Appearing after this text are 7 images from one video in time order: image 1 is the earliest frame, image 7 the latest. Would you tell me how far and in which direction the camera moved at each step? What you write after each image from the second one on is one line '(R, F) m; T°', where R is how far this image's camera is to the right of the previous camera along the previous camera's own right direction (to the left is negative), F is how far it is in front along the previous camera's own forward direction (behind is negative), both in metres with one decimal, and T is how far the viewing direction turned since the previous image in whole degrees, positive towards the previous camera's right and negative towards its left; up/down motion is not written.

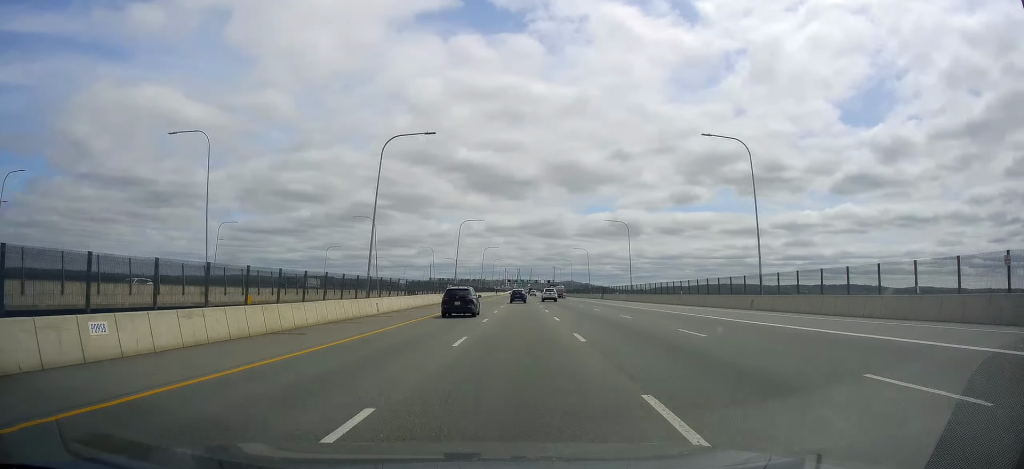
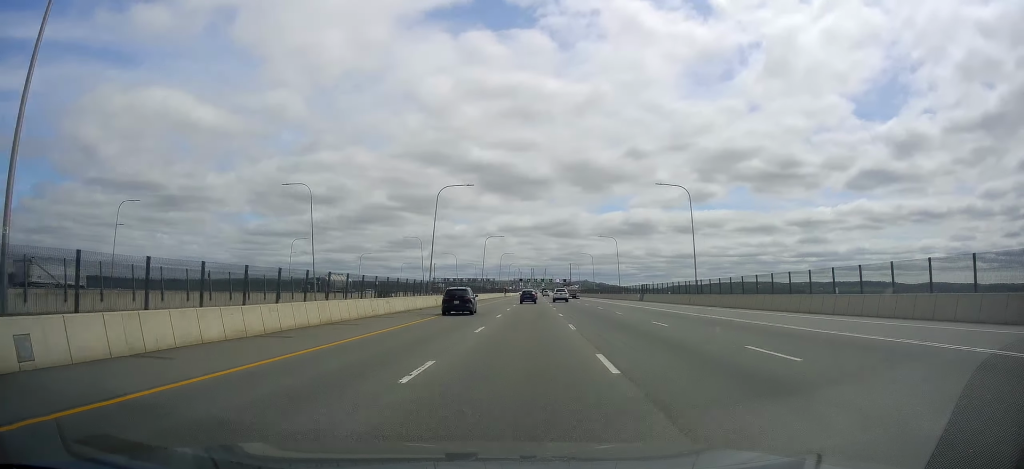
(-0.5, +31.0) m; -2°
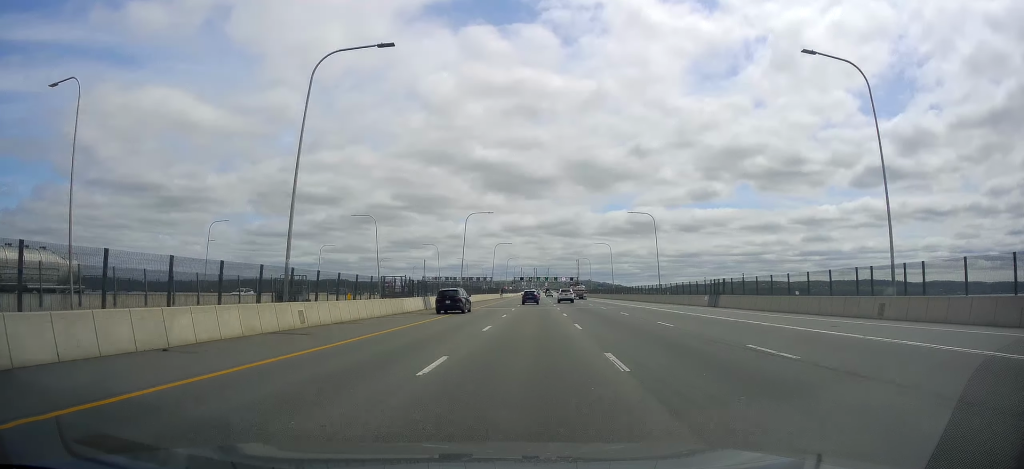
(-1.0, +35.6) m; -2°
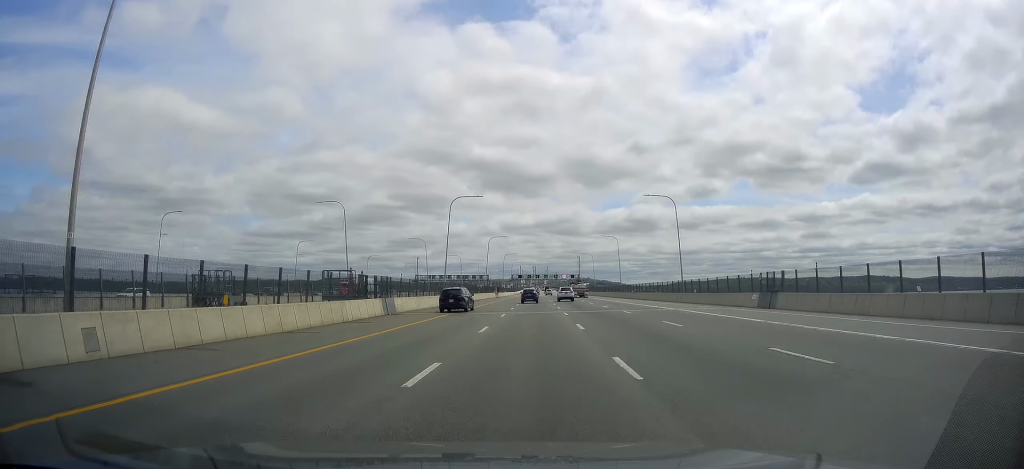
(-0.1, +13.4) m; -1°
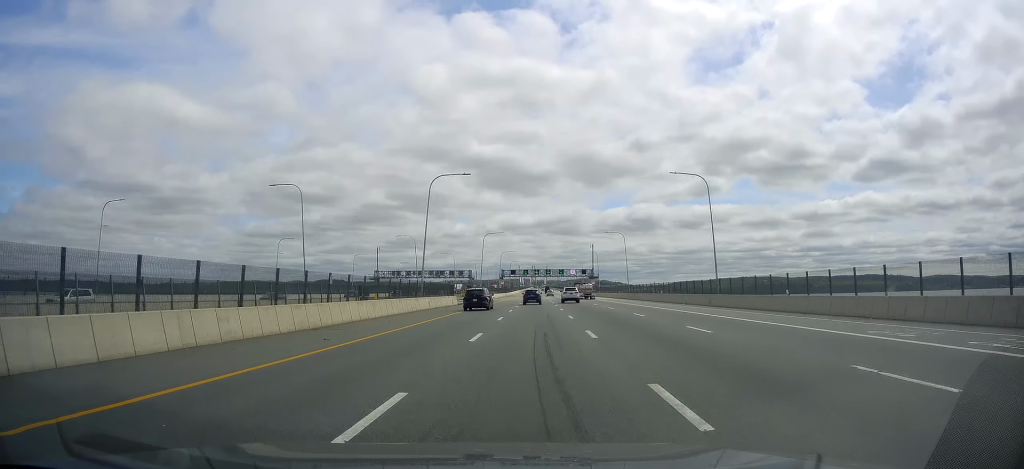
(-0.1, +64.9) m; -1°
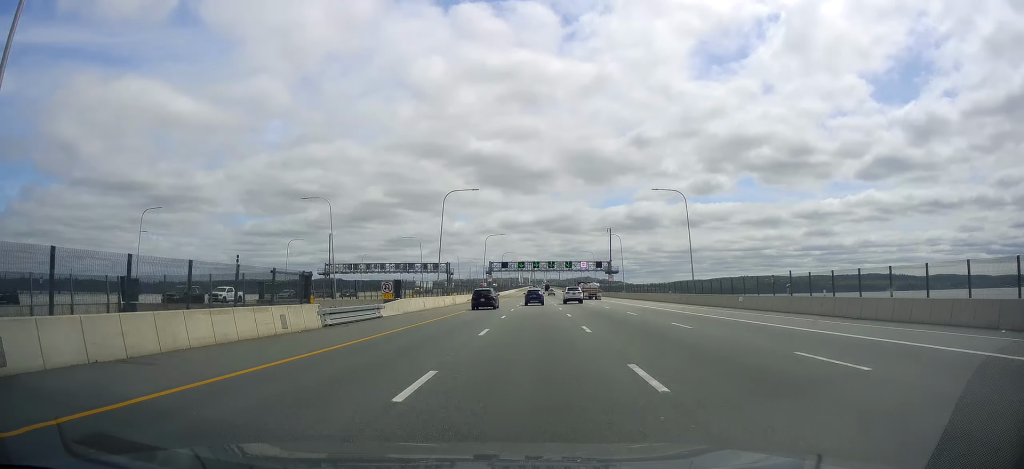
(-0.3, +46.7) m; 0°
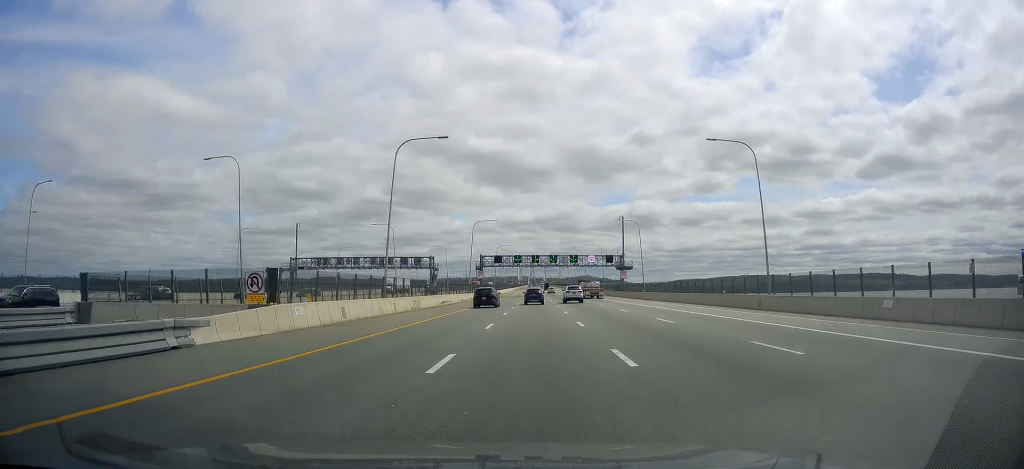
(+0.2, +22.1) m; +1°
